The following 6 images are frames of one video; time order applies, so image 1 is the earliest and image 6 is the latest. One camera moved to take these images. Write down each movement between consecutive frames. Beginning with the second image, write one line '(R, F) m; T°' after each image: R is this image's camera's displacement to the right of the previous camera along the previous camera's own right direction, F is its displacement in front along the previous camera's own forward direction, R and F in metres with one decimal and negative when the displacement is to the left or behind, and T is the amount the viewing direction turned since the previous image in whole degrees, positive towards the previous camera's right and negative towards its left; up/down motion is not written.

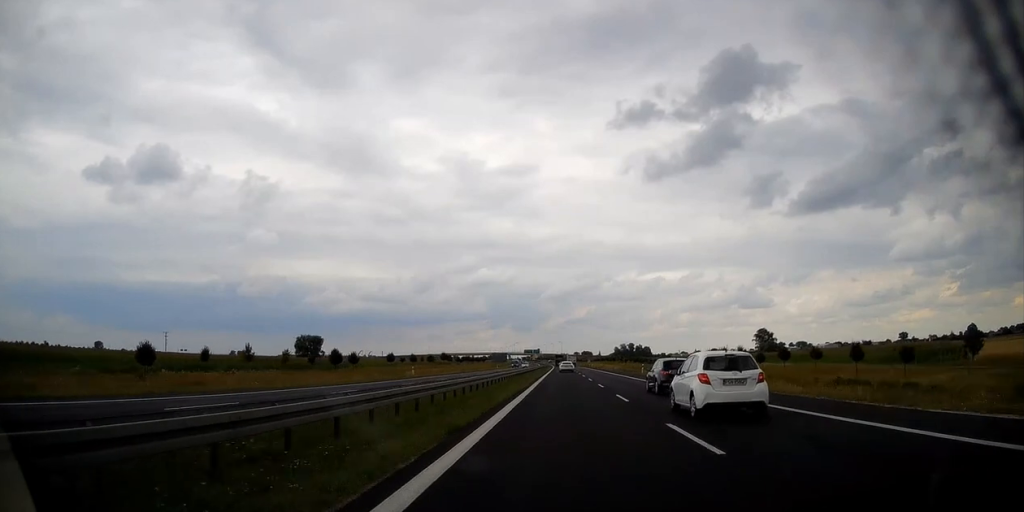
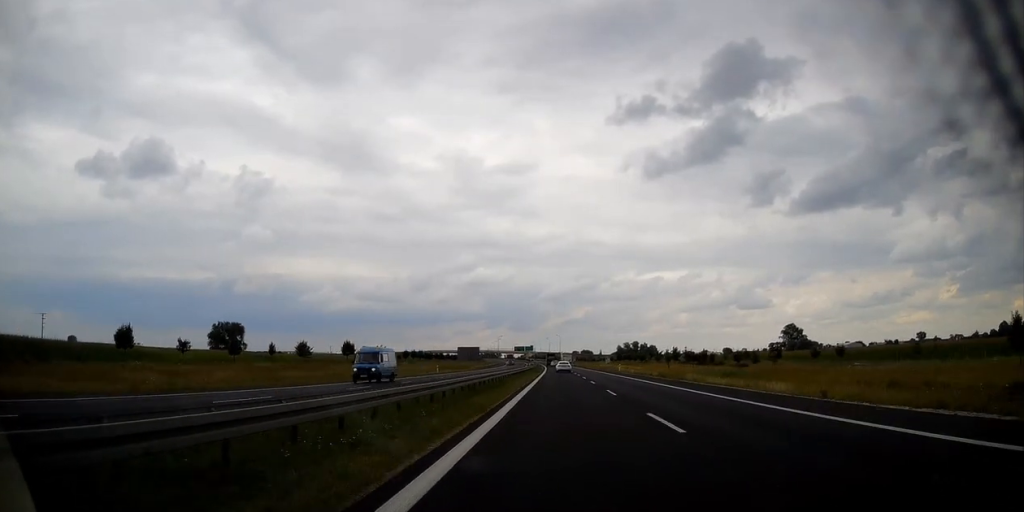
(0.0, +81.8) m; 0°
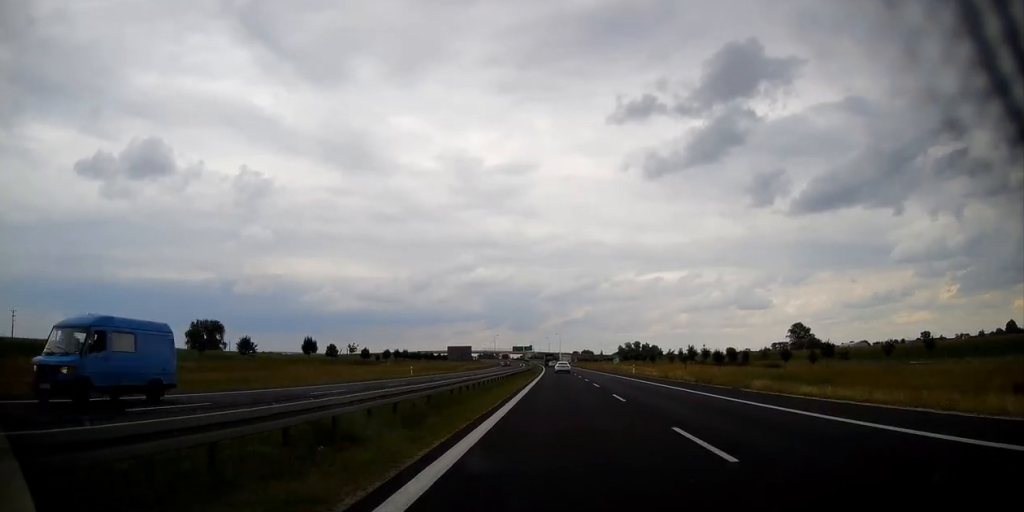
(-0.2, +16.2) m; 0°
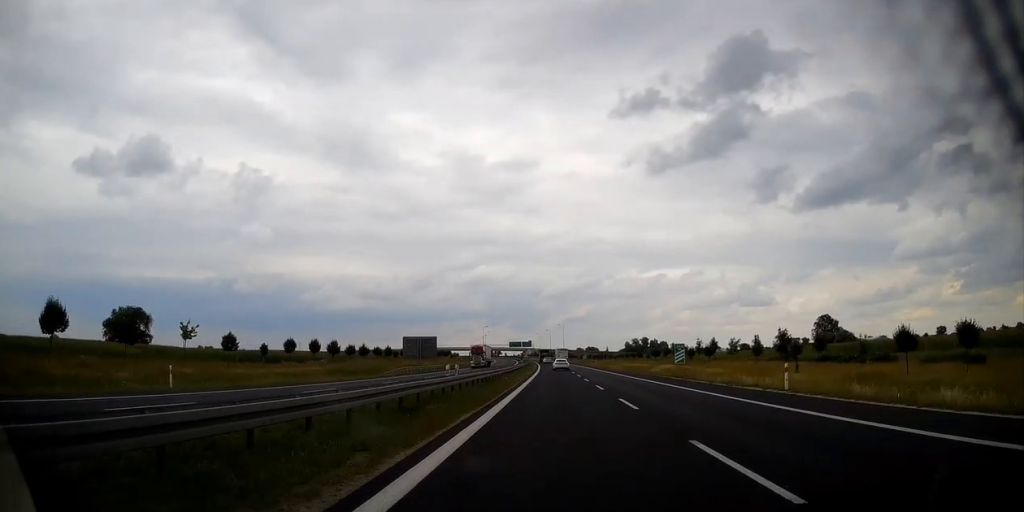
(+0.2, +48.7) m; 0°
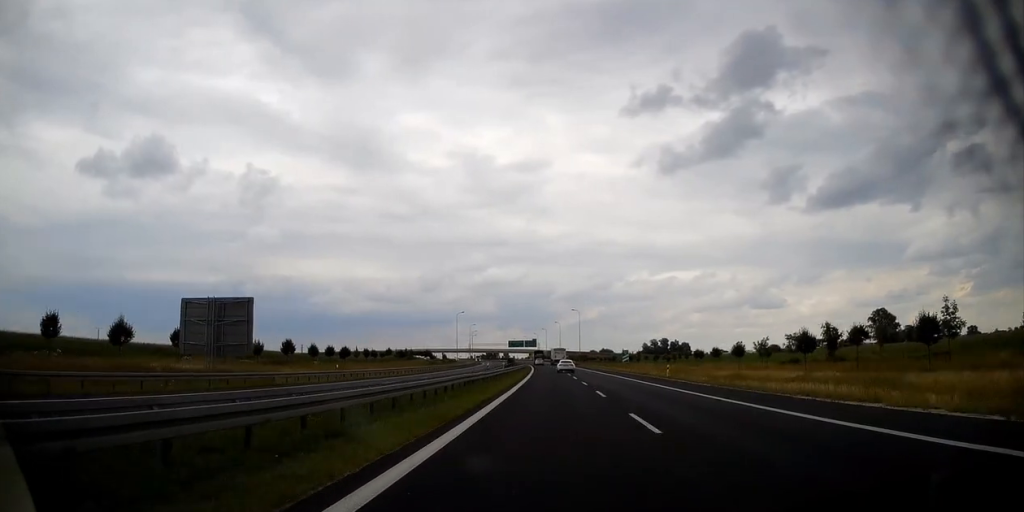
(-0.6, +71.8) m; -1°
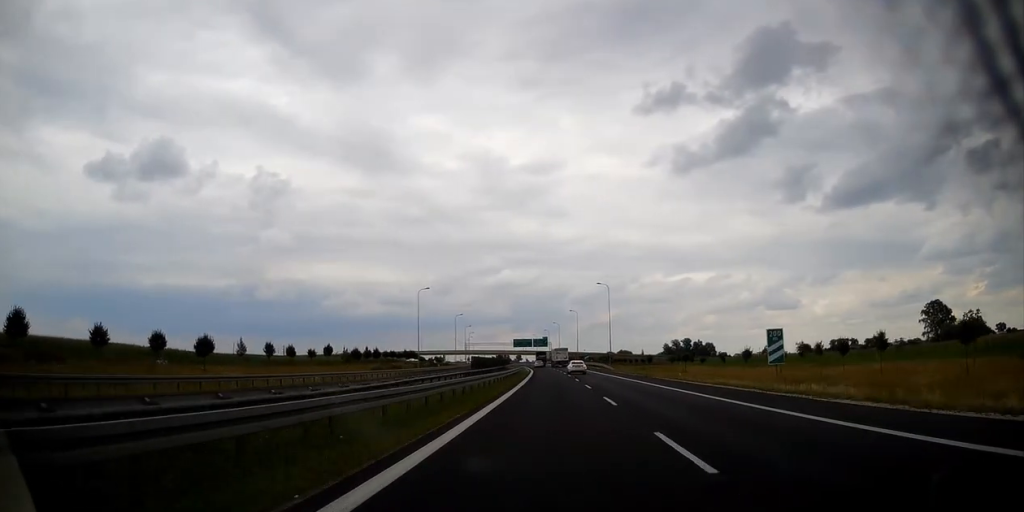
(-0.1, +49.6) m; -1°
